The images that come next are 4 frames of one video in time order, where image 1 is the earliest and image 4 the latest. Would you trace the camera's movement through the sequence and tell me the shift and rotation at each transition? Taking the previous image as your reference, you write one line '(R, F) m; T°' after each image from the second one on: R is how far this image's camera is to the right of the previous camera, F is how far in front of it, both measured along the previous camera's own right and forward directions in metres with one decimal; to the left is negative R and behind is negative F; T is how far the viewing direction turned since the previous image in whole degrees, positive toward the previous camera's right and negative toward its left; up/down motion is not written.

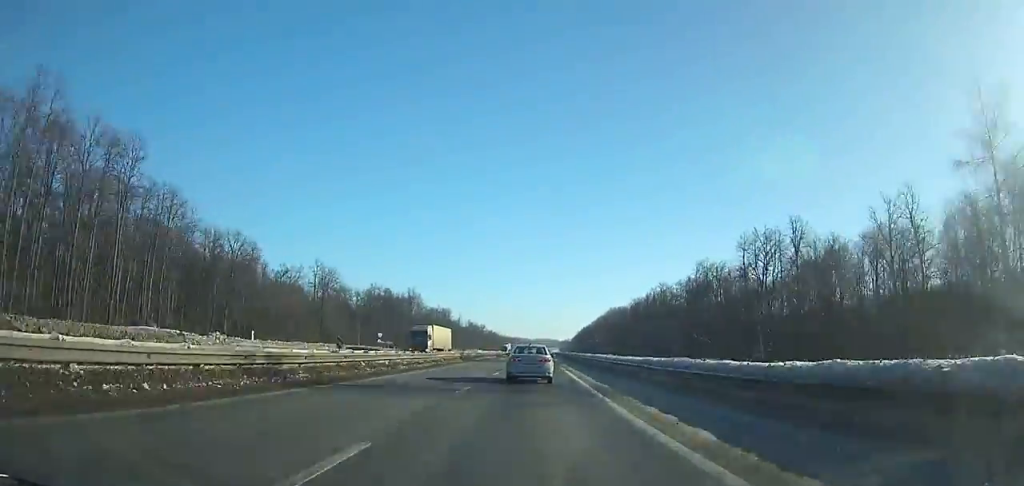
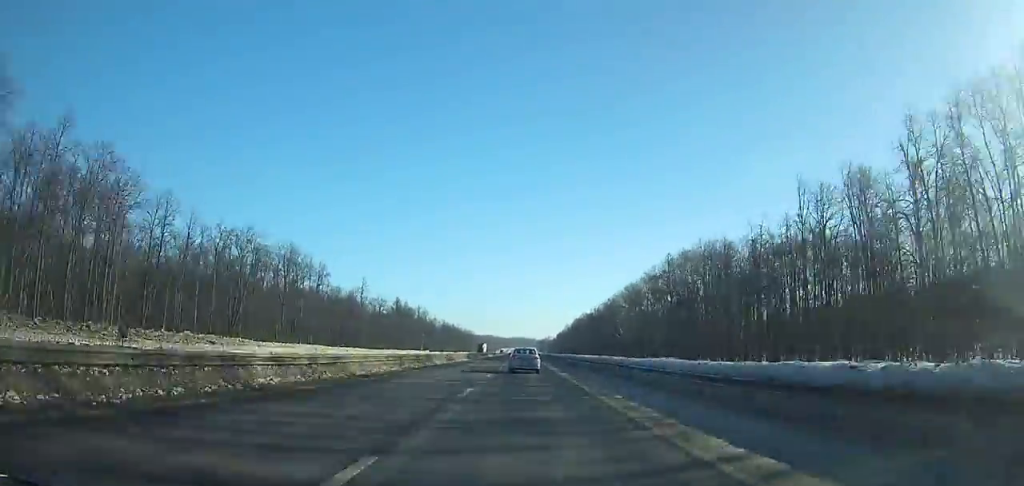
(+3.1, +158.8) m; +1°
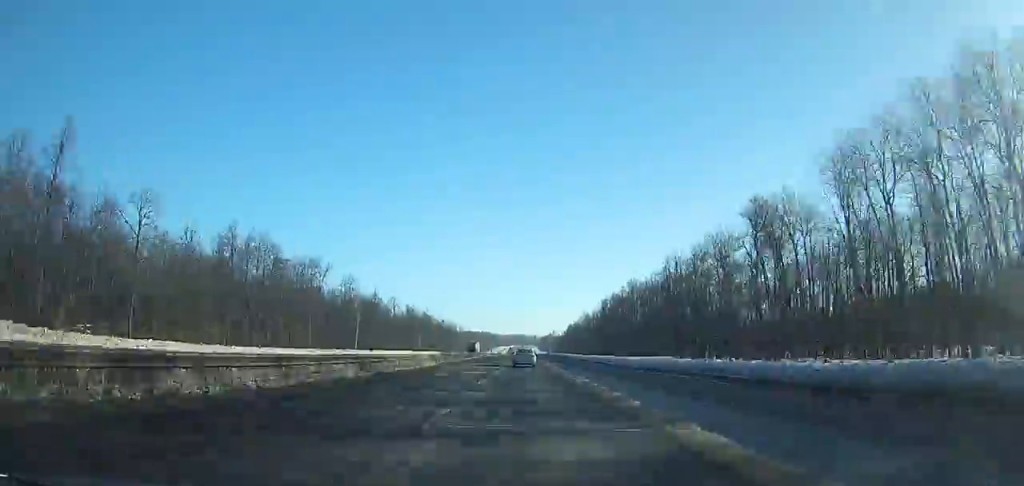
(-0.4, +127.6) m; 0°
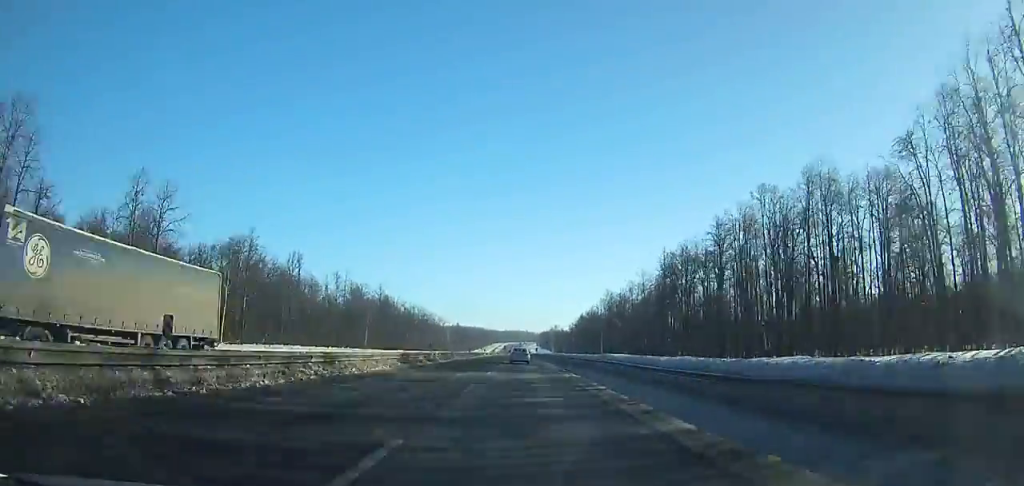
(+0.1, +88.4) m; 0°
